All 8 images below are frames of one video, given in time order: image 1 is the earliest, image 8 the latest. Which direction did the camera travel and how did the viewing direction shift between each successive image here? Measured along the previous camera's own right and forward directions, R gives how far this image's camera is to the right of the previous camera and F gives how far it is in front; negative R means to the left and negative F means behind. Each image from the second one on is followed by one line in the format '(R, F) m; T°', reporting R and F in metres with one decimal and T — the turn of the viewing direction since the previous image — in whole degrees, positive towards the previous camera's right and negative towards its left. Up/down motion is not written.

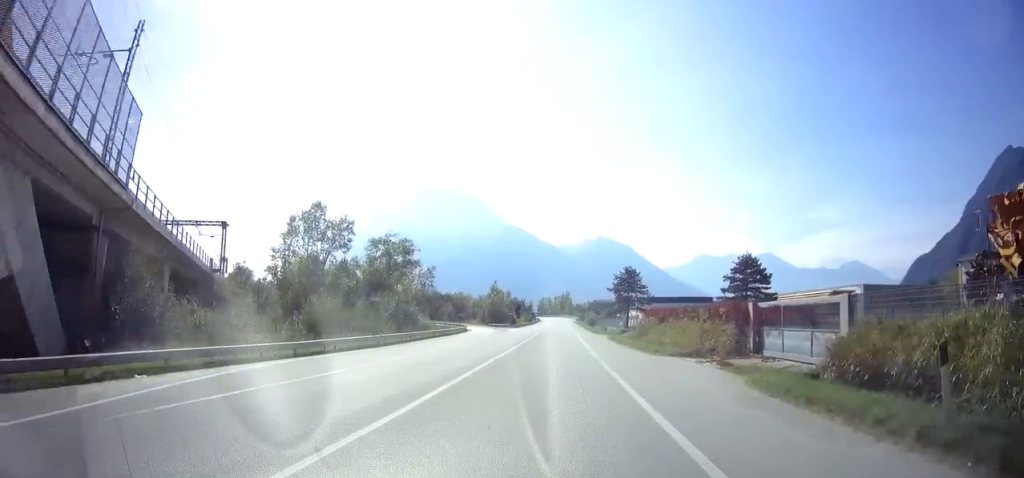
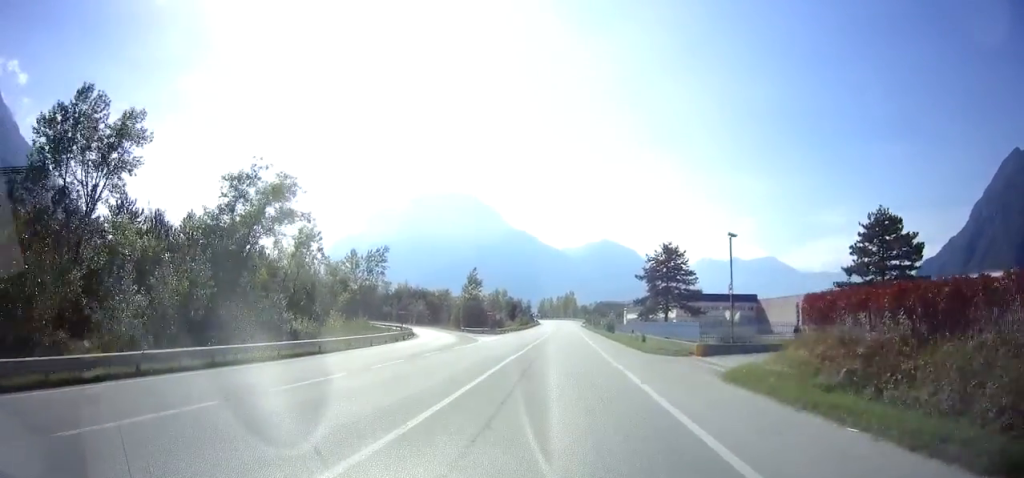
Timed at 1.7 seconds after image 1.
(-0.1, +31.4) m; 0°
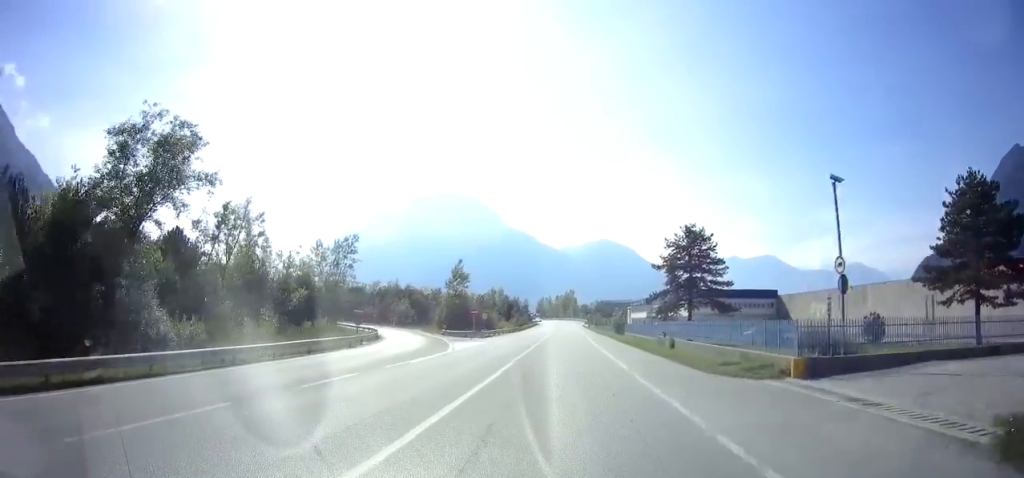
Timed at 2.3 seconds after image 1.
(0.0, +11.2) m; +1°
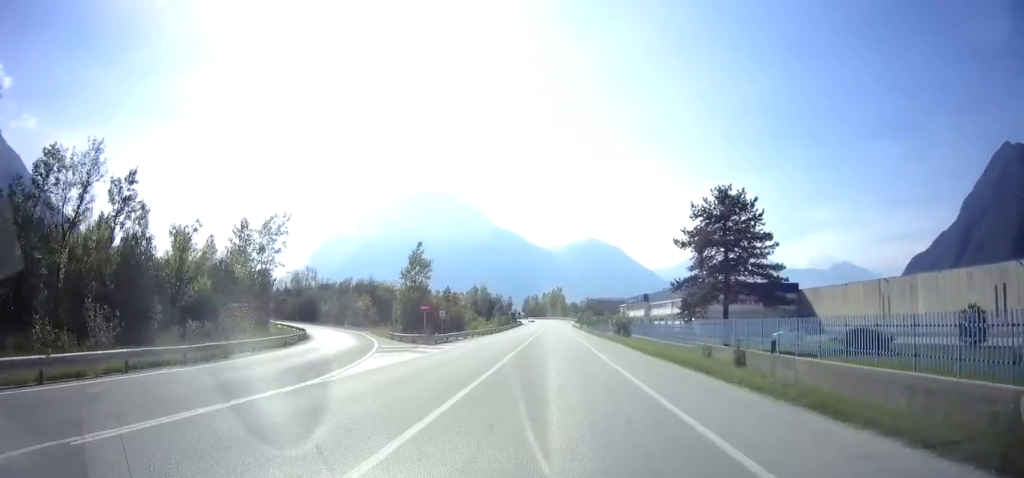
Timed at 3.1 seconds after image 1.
(+0.3, +14.3) m; +1°
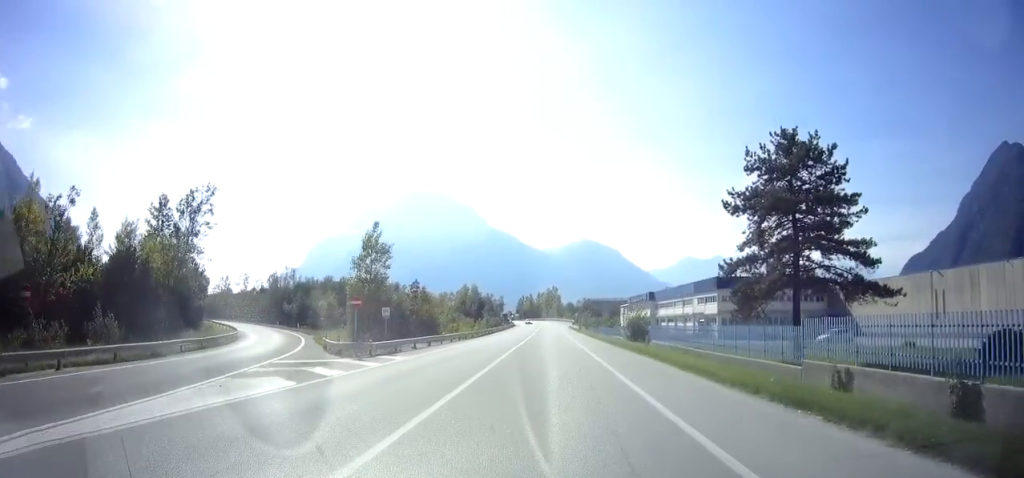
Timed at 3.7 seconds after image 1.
(+0.1, +11.9) m; 0°
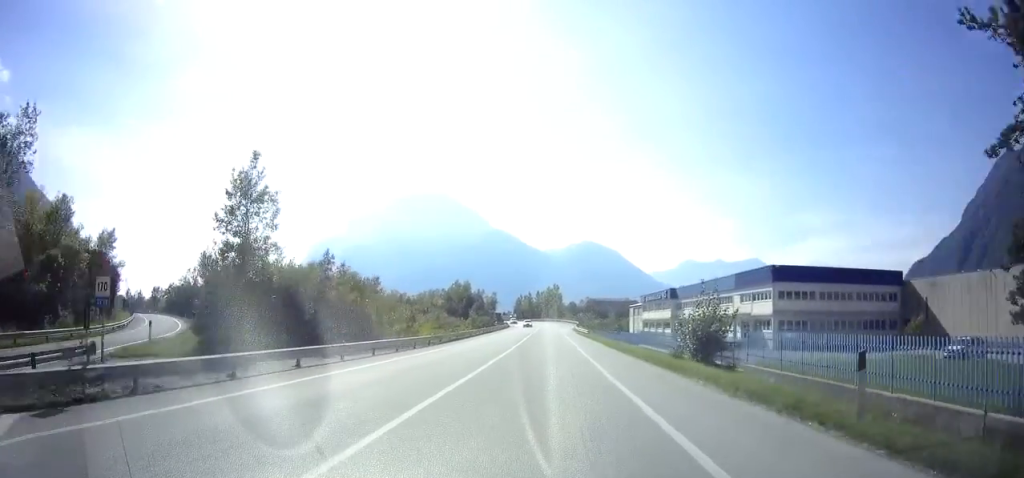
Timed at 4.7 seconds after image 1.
(-0.1, +18.9) m; 0°
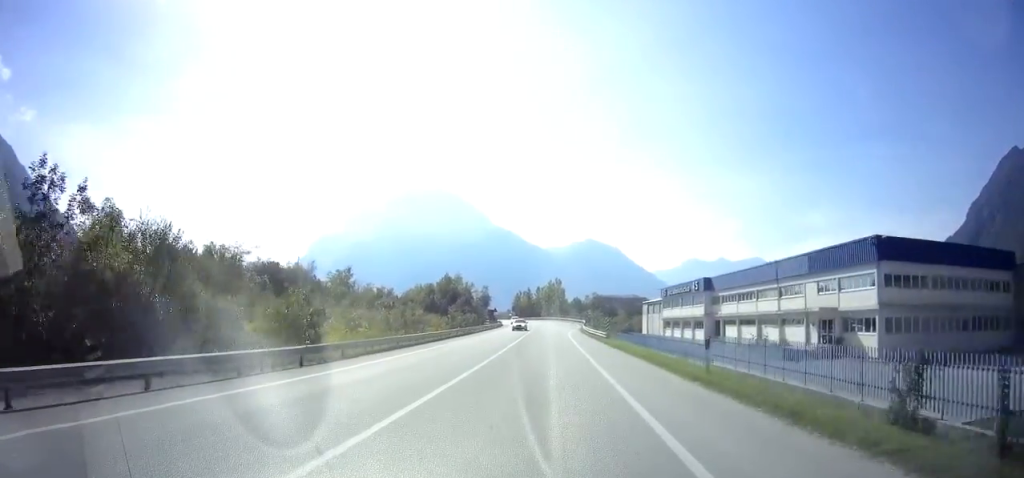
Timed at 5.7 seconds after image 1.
(0.0, +18.4) m; 0°
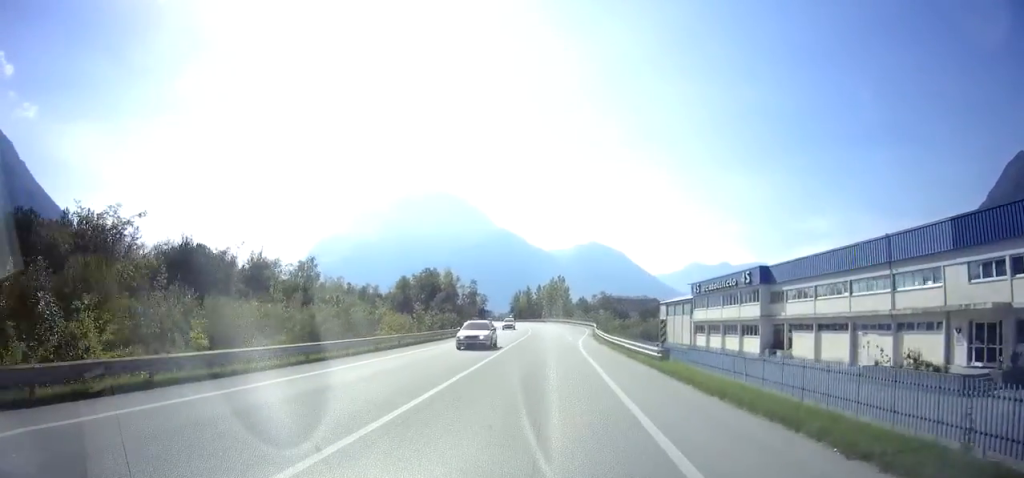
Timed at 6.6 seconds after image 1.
(0.0, +17.8) m; 0°
